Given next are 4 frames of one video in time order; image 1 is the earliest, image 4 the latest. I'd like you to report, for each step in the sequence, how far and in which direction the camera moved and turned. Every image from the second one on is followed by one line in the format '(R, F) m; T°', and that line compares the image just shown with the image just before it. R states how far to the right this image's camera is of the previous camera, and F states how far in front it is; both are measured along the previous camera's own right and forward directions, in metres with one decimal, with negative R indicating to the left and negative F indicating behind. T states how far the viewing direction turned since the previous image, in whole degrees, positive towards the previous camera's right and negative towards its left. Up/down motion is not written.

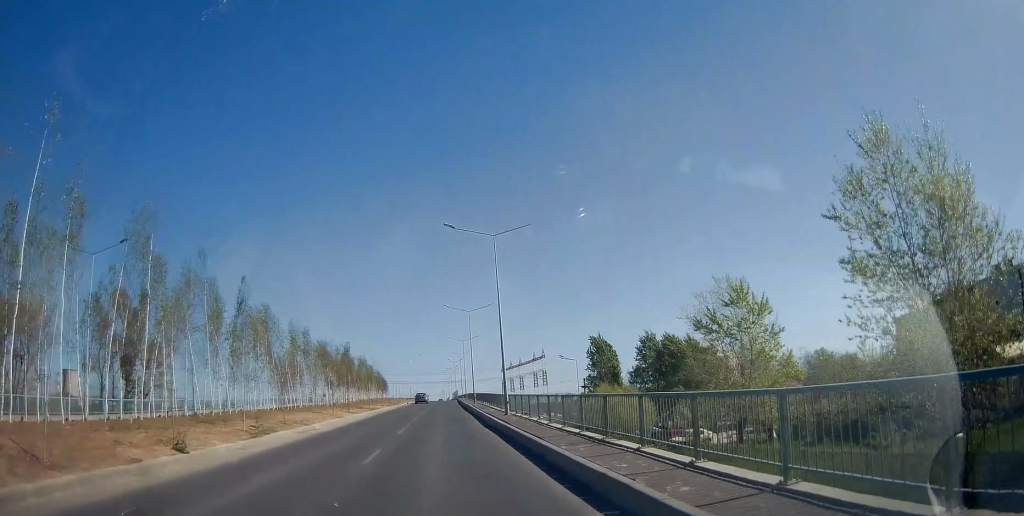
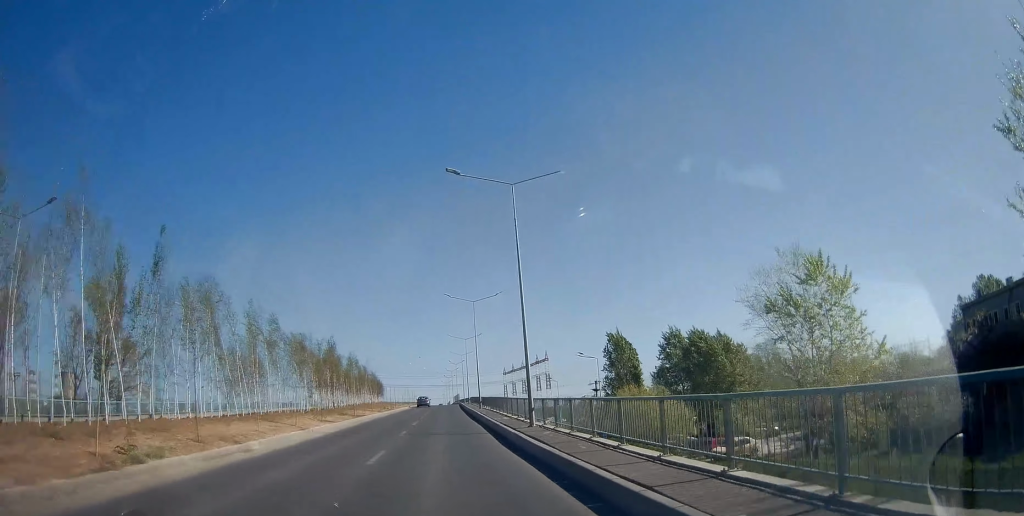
(0.0, +8.4) m; 0°
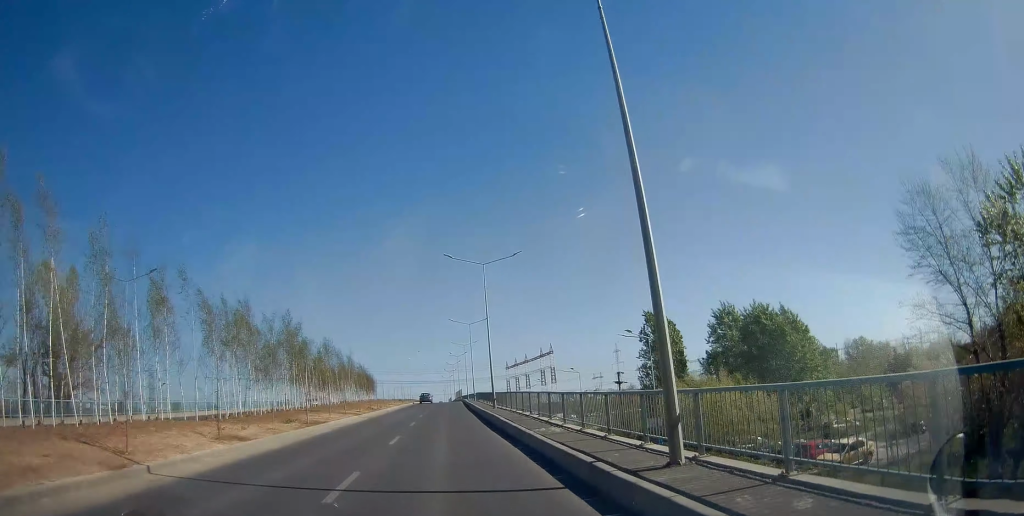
(+0.1, +13.8) m; 0°
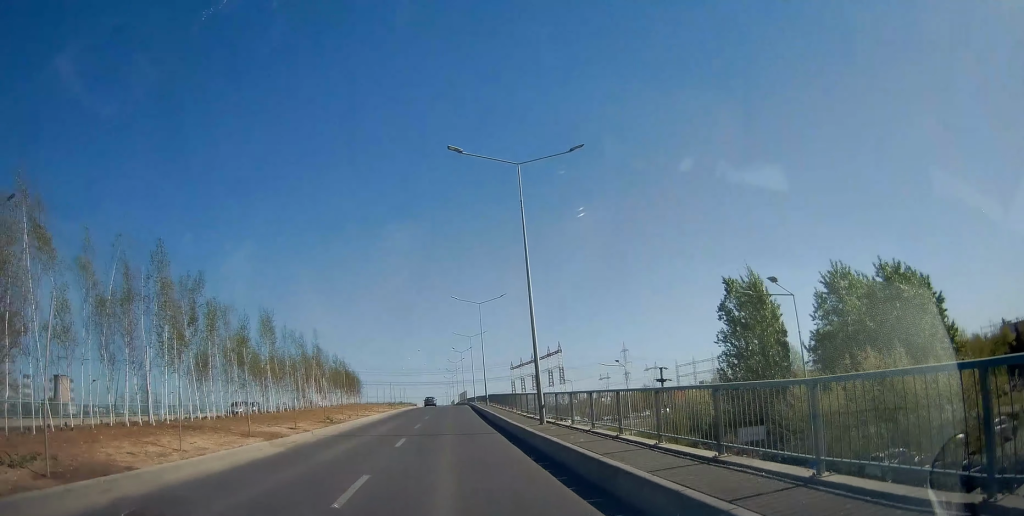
(-0.1, +18.0) m; 0°
